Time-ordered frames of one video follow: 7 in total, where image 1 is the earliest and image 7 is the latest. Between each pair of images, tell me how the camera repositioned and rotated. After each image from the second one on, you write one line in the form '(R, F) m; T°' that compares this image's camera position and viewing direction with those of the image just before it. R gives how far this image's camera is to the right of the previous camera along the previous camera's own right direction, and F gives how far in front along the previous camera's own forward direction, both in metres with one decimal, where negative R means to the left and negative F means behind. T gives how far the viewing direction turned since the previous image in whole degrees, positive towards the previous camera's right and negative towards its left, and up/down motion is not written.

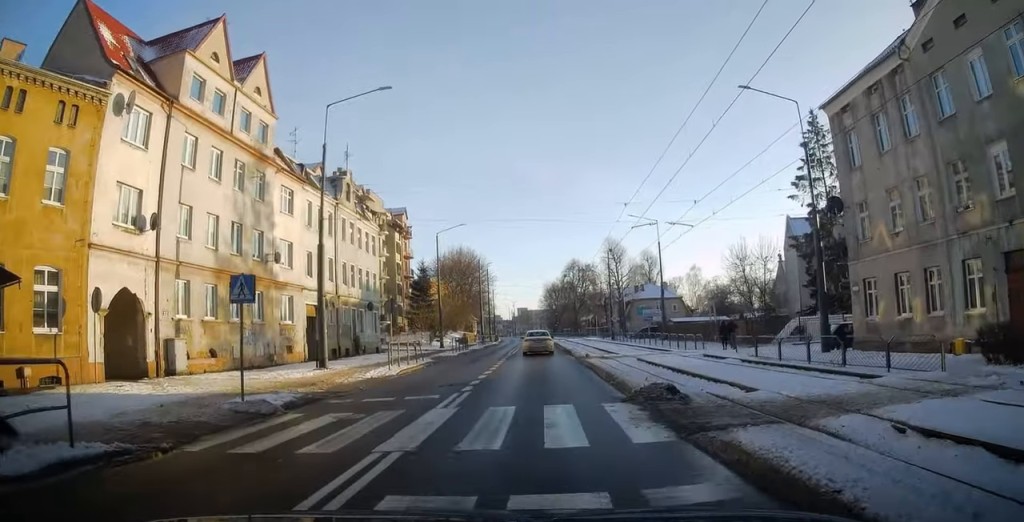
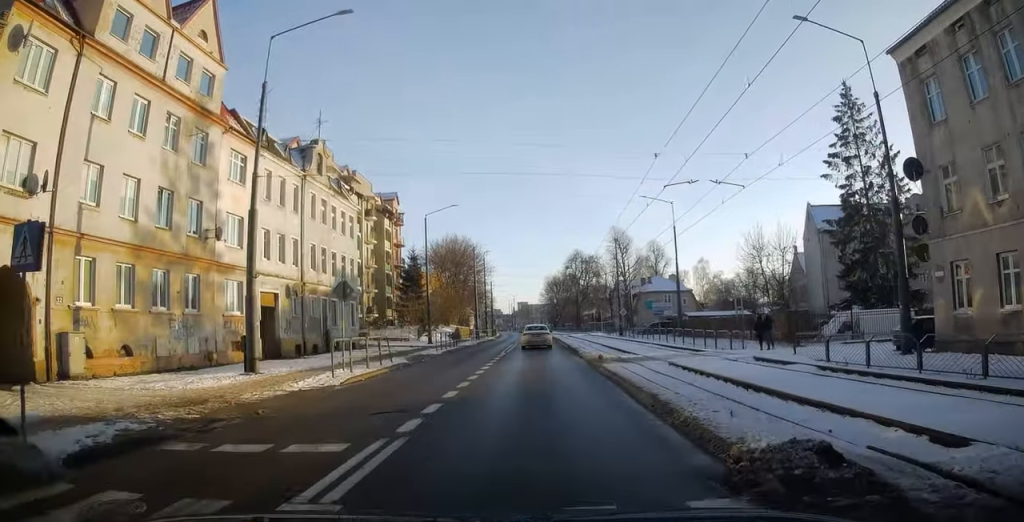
(0.0, +6.4) m; 0°
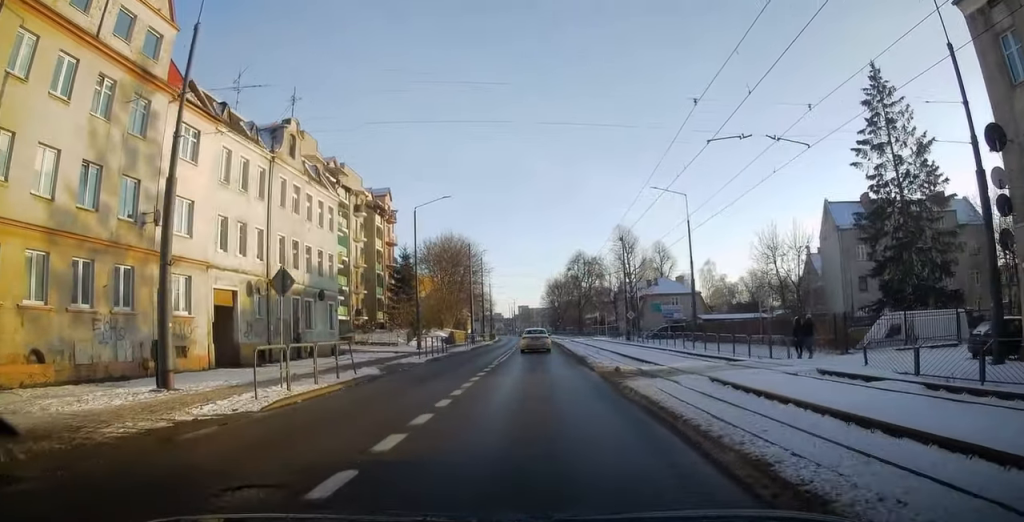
(0.0, +5.0) m; 0°
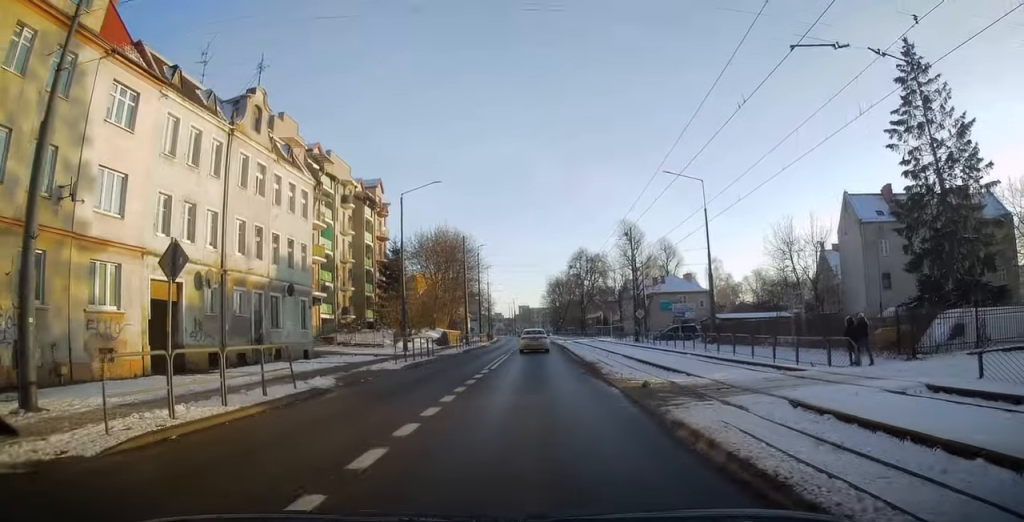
(0.0, +5.0) m; 0°
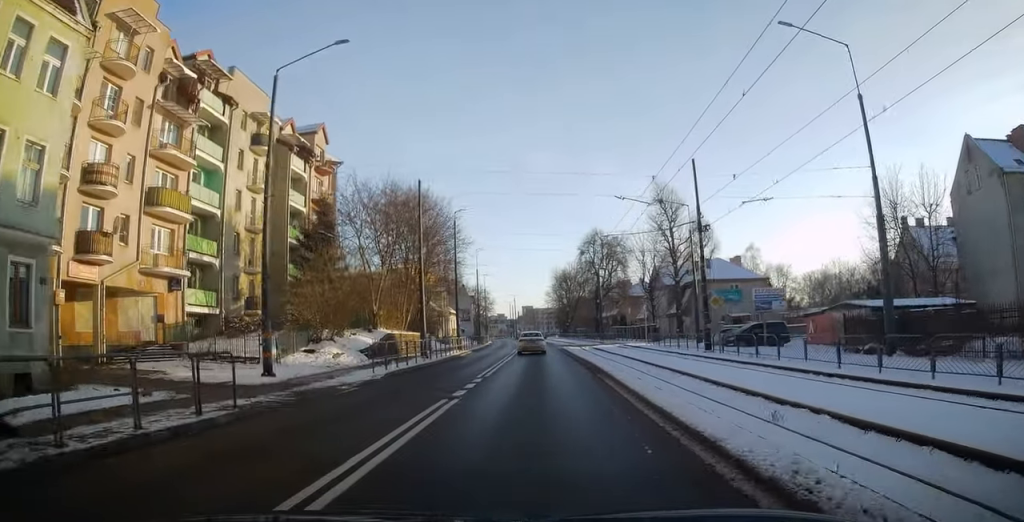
(-0.1, +22.7) m; -1°
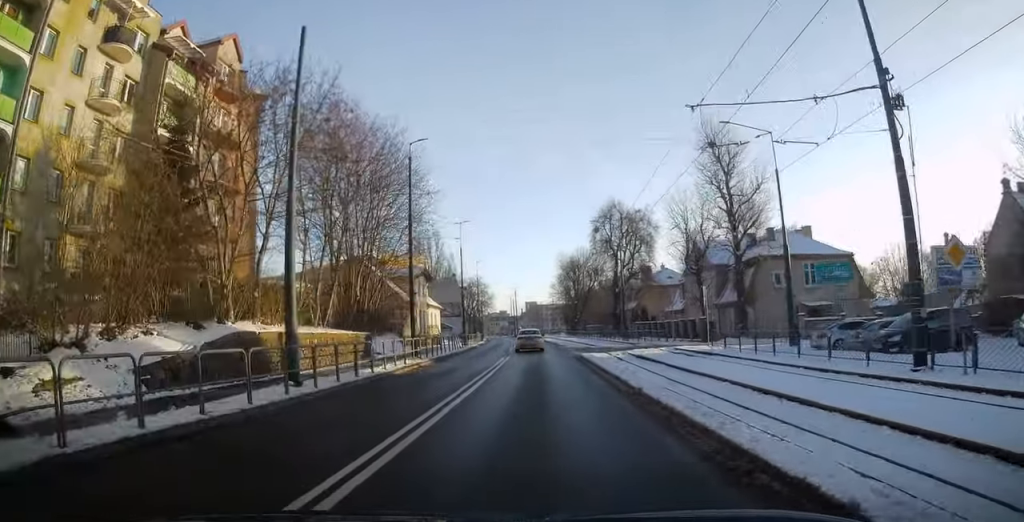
(0.0, +18.9) m; 0°
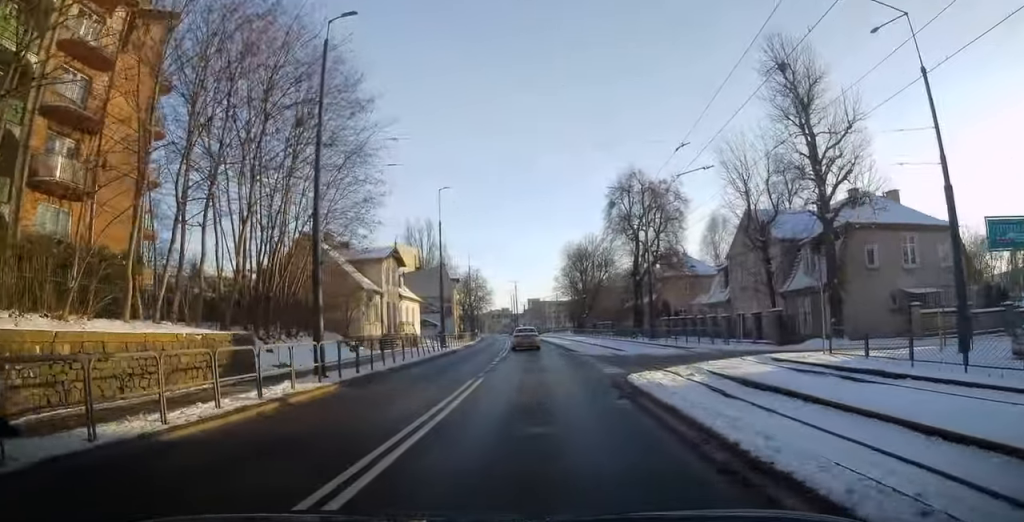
(-0.1, +14.2) m; -1°
